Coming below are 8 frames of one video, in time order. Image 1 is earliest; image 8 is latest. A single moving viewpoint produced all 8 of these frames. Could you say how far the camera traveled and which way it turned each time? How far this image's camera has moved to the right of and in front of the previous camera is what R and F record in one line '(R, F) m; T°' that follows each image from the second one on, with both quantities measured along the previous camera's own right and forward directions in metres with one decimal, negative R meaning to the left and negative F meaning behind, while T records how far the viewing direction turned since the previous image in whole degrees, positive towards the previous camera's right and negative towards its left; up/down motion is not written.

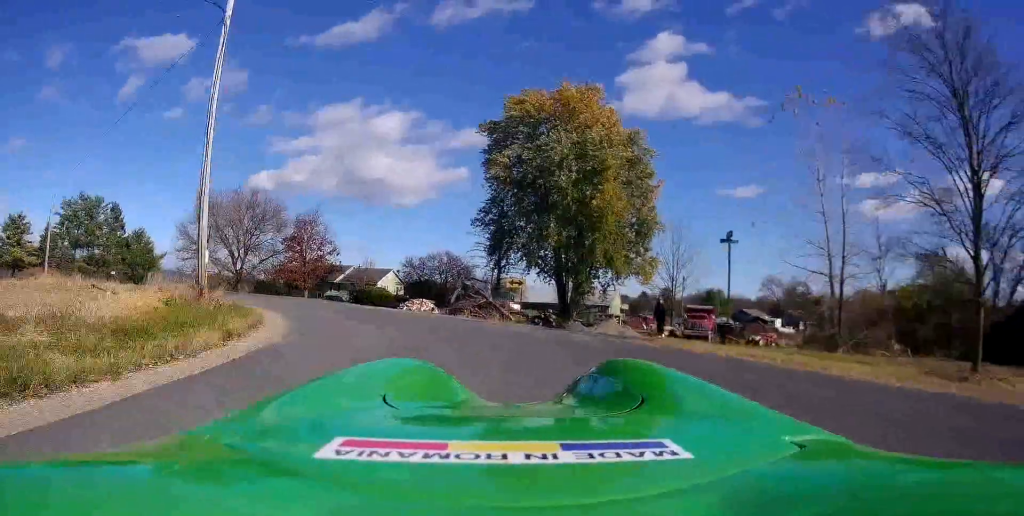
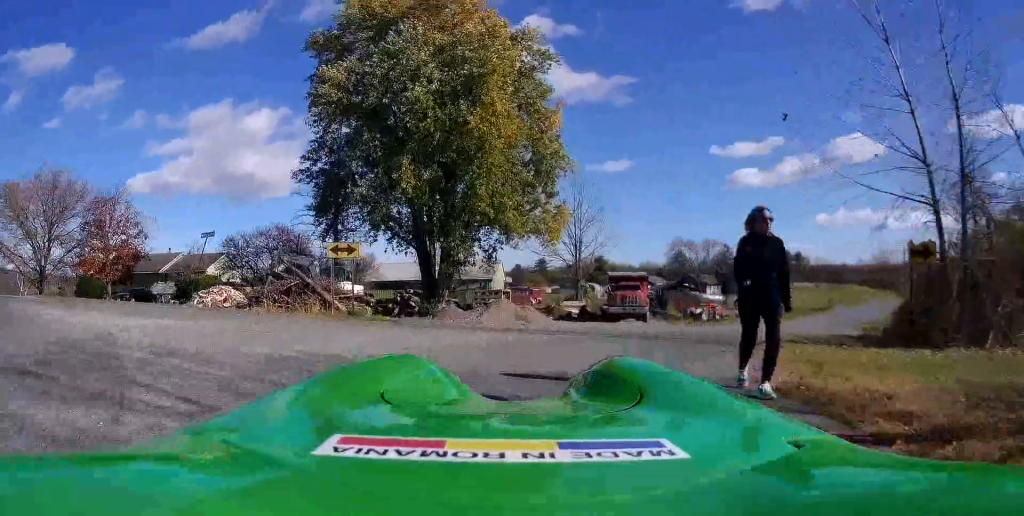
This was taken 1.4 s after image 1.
(+1.6, +15.4) m; +11°
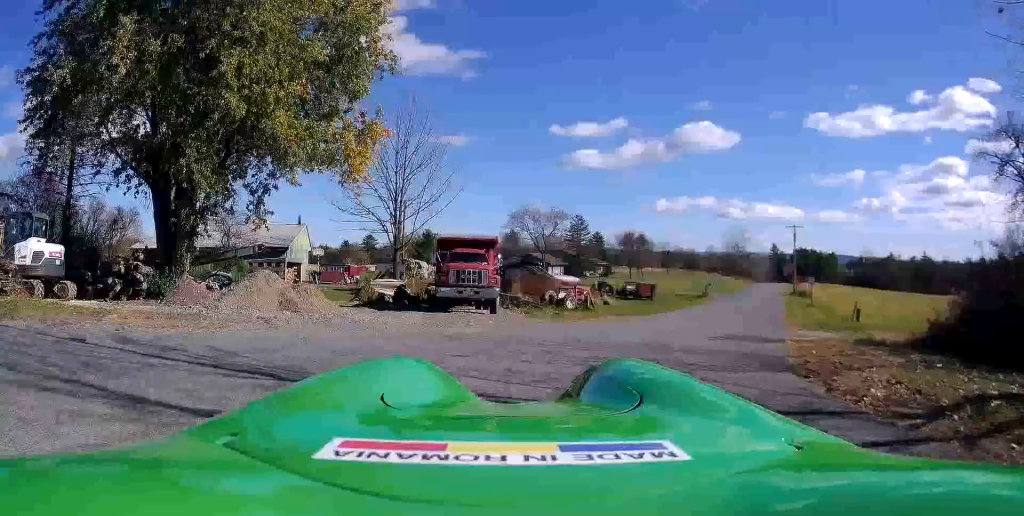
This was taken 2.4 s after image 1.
(+0.7, +11.9) m; +8°
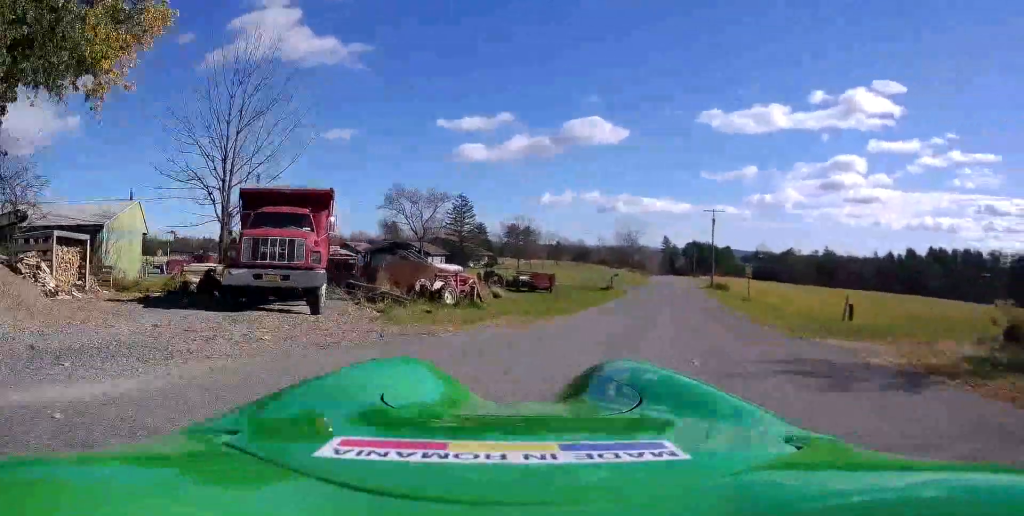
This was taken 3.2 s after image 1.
(-0.5, +8.7) m; +12°
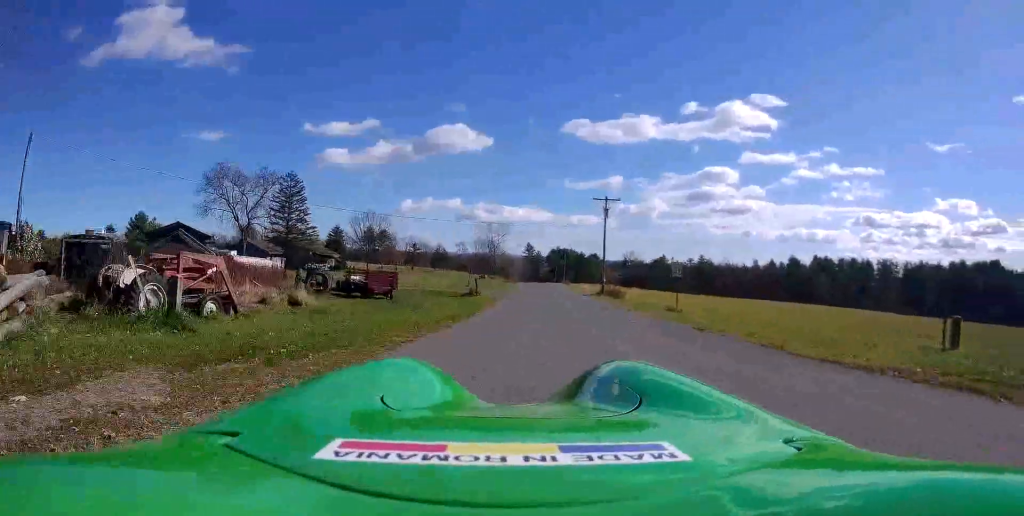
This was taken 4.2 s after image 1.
(+3.2, +12.0) m; +16°
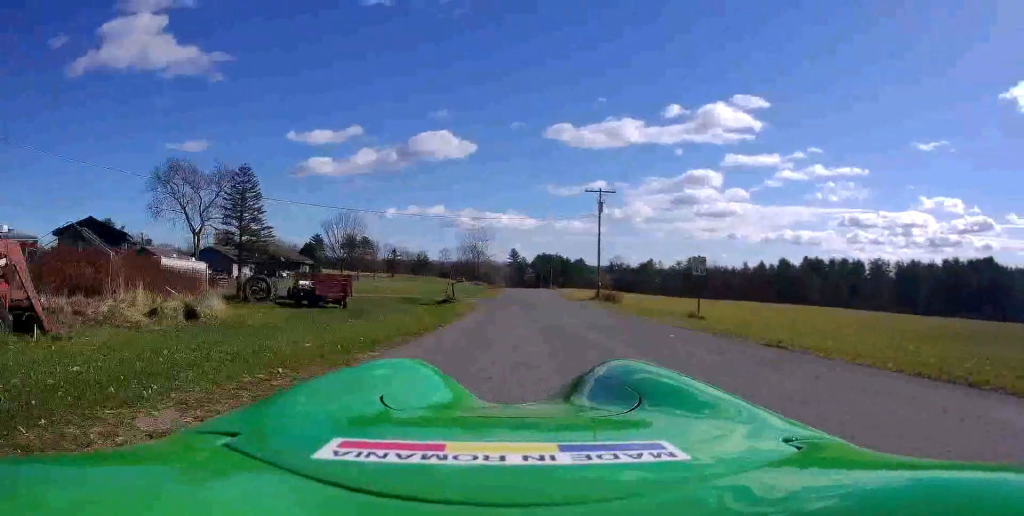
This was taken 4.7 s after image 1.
(+0.1, +5.7) m; +1°
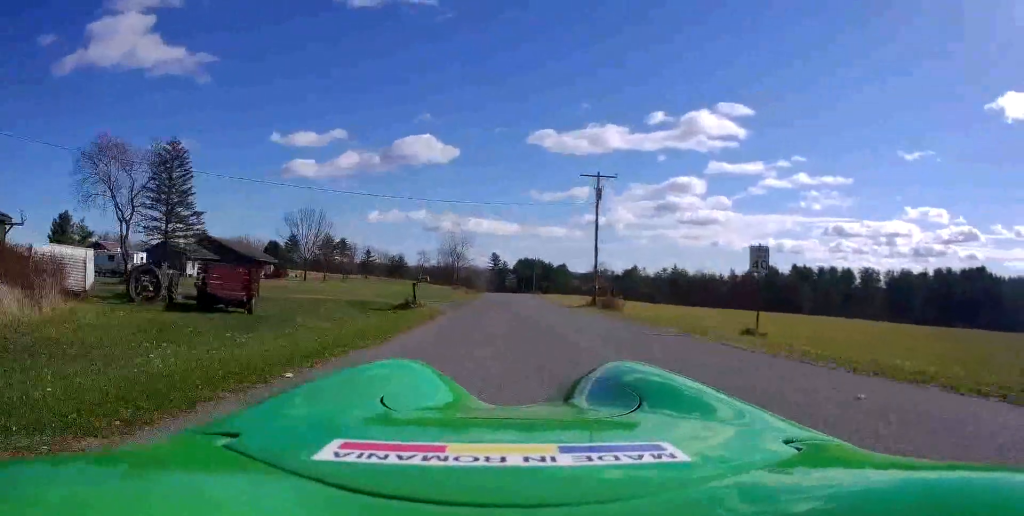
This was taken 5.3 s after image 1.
(+0.1, +7.7) m; +2°
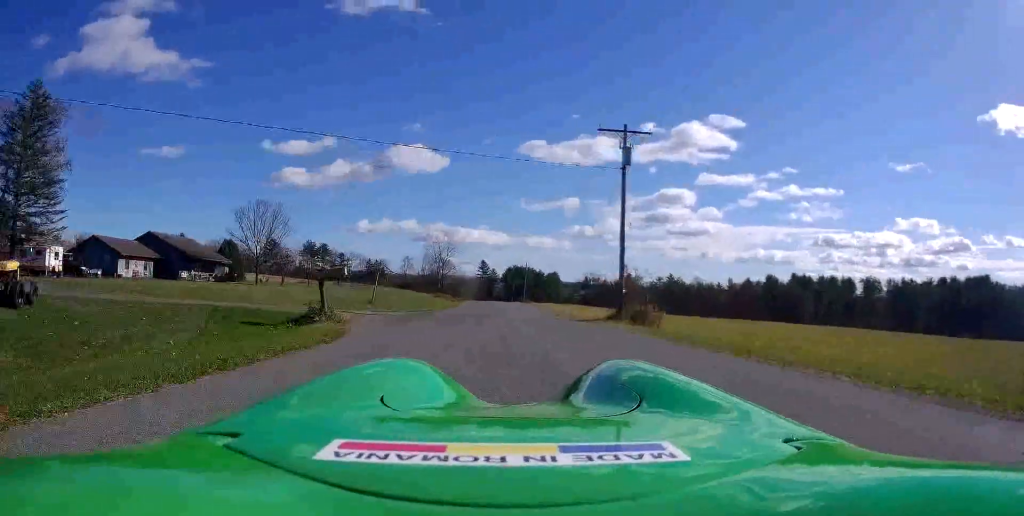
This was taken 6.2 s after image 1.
(+0.1, +11.5) m; +7°
